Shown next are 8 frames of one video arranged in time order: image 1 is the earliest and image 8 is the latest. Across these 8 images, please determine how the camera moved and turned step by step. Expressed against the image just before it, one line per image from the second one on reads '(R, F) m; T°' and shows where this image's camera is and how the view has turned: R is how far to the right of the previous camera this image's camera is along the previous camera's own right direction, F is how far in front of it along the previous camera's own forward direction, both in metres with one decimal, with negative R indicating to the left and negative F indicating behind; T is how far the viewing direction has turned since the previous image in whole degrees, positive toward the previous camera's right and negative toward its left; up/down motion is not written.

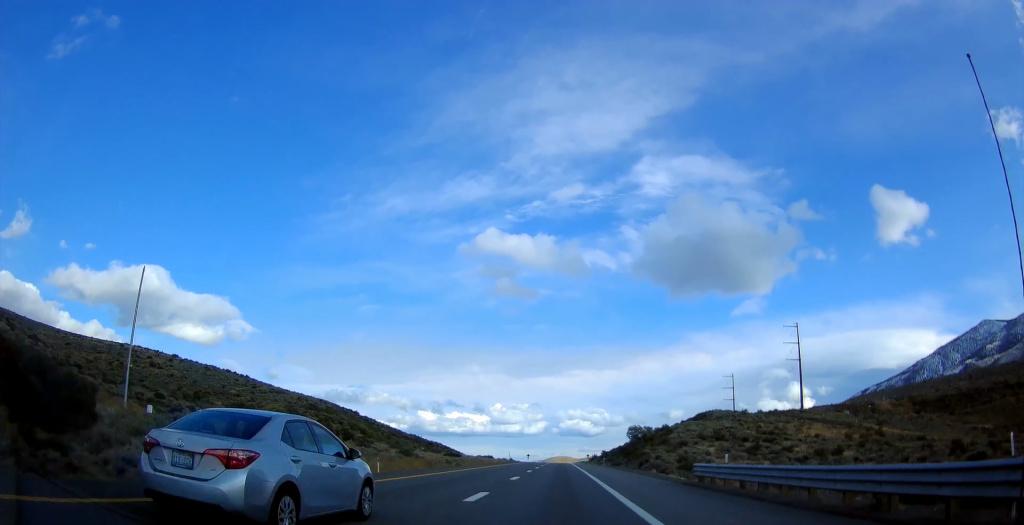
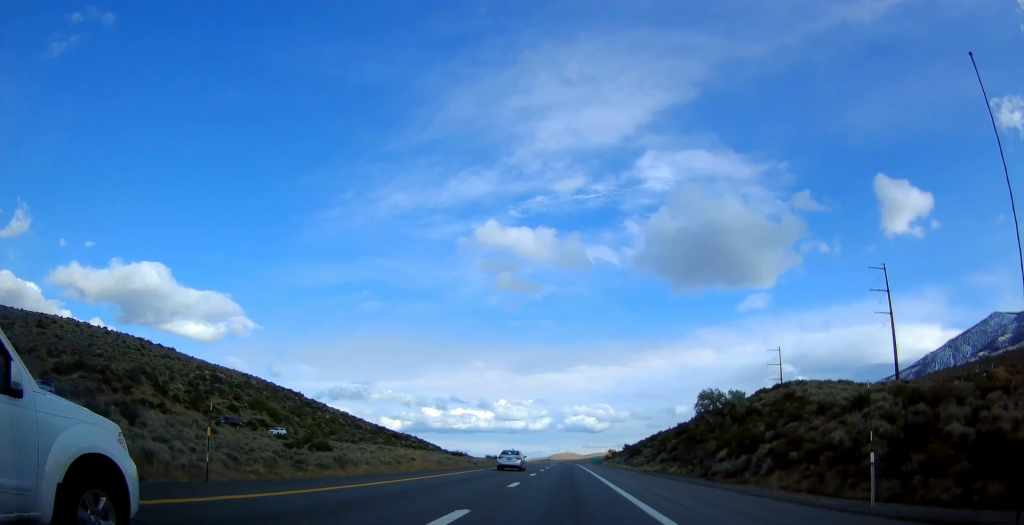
(-0.4, +78.4) m; 0°
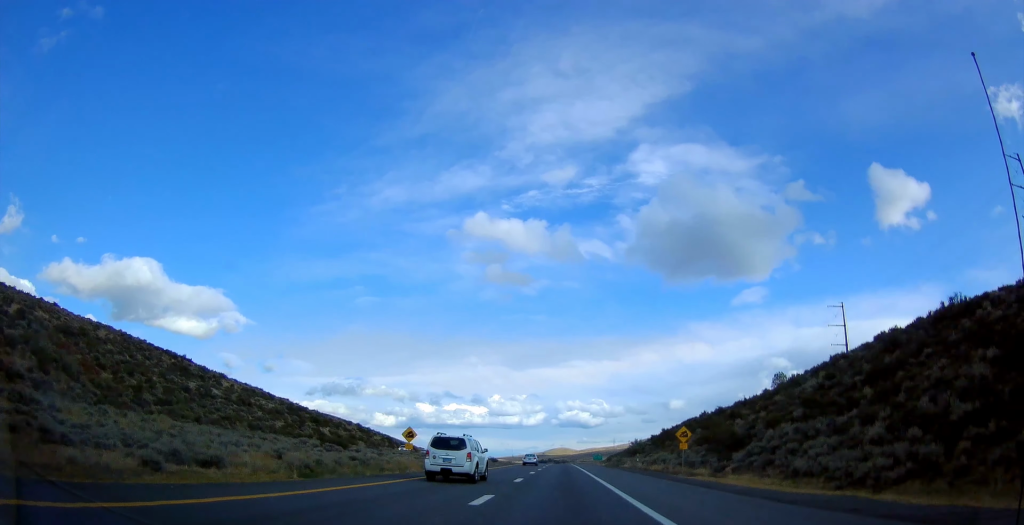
(+0.4, +84.4) m; 0°
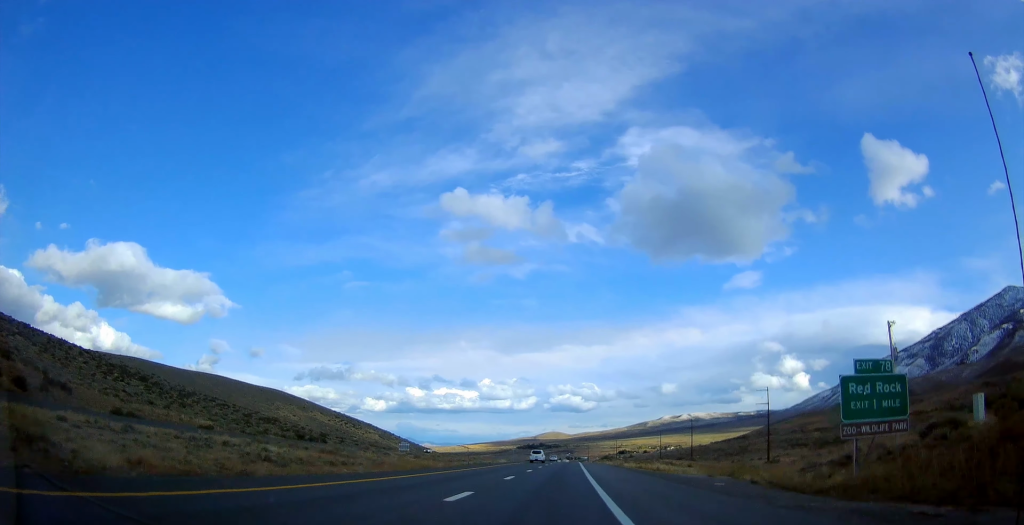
(+1.3, +216.9) m; +1°
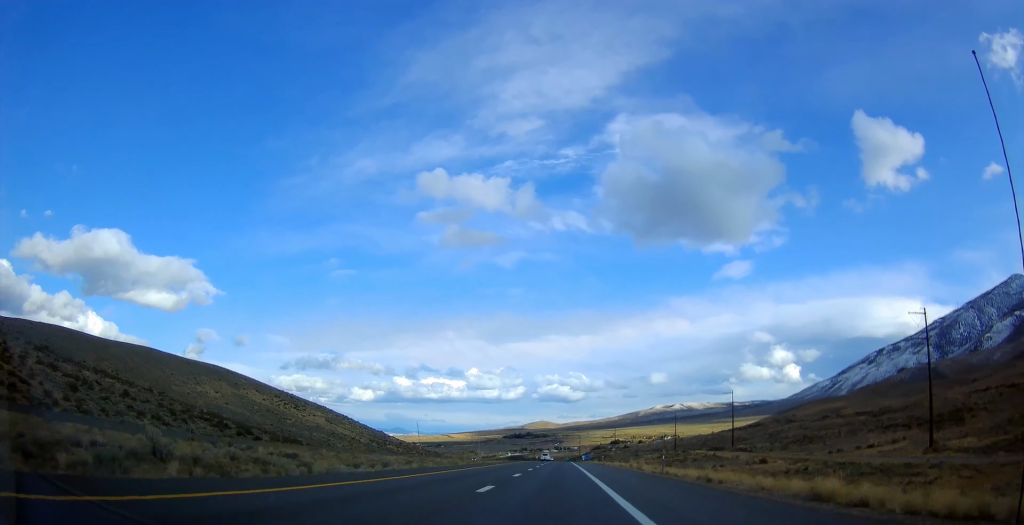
(+1.6, +164.6) m; +1°
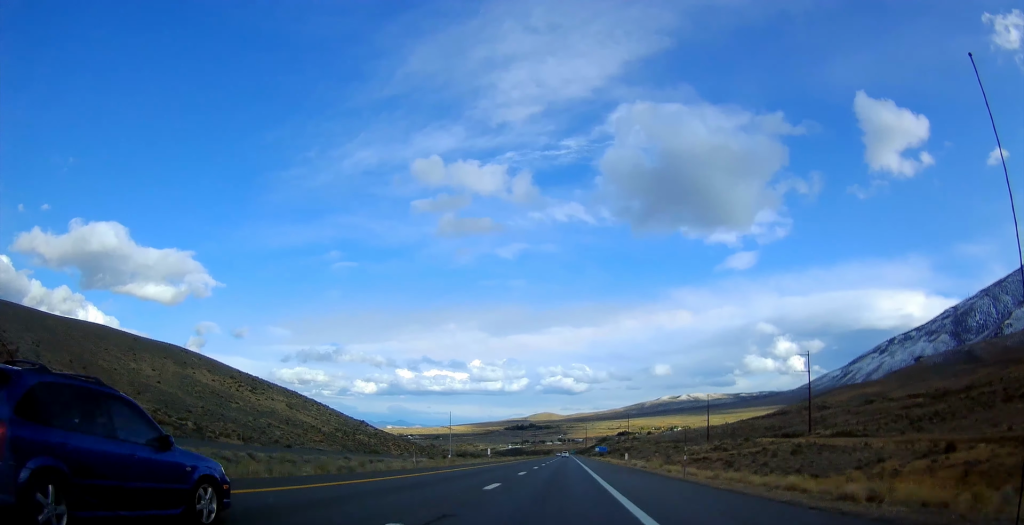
(0.0, +120.6) m; 0°
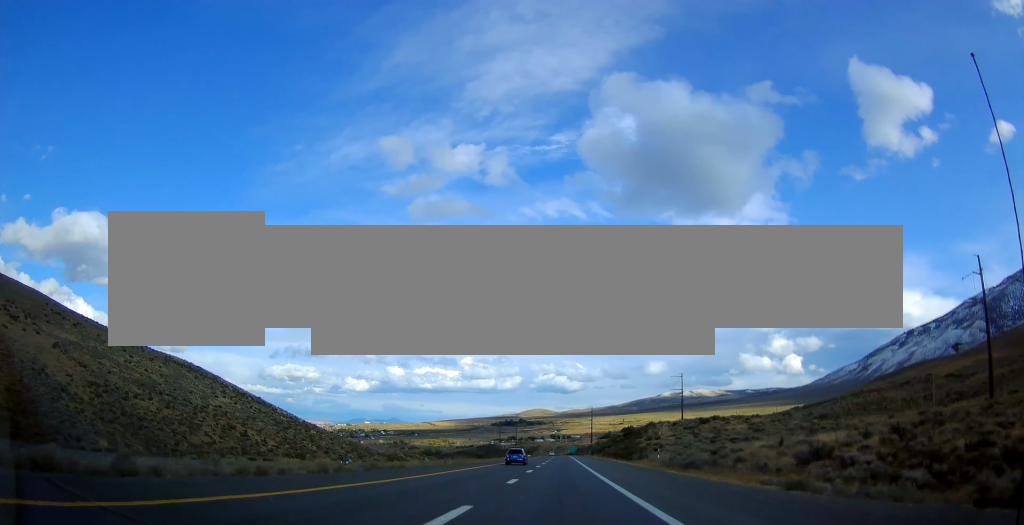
(-0.1, +334.3) m; -1°
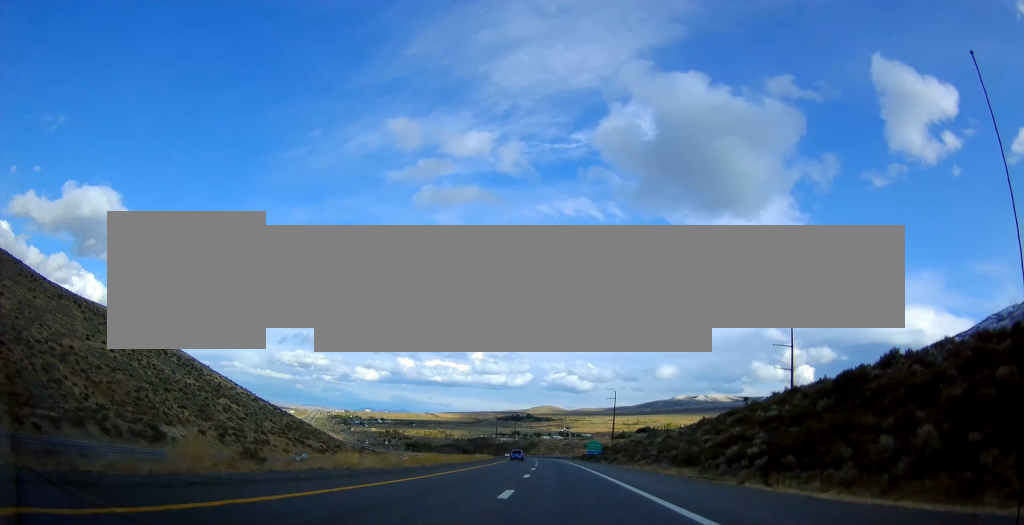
(-1.3, +156.7) m; -3°
